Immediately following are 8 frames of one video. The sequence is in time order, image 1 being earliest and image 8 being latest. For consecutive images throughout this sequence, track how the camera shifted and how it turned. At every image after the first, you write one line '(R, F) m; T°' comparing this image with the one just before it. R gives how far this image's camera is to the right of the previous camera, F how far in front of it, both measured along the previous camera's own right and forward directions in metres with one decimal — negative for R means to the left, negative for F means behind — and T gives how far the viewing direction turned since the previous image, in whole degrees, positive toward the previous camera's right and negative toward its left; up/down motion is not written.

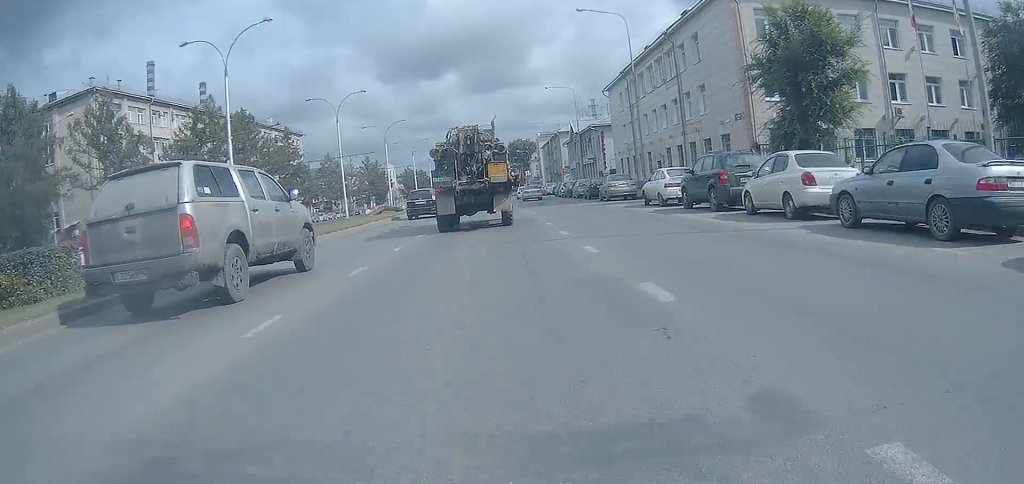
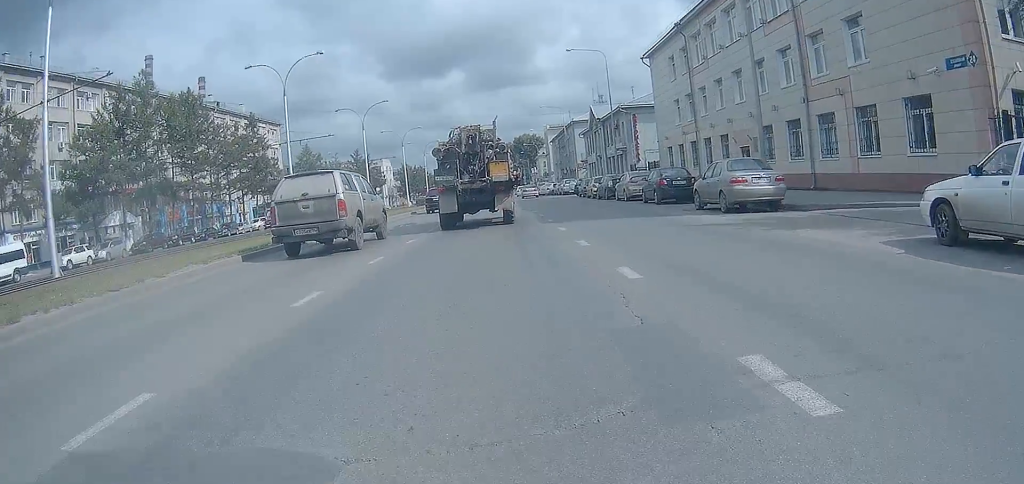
(+0.2, +19.2) m; +2°
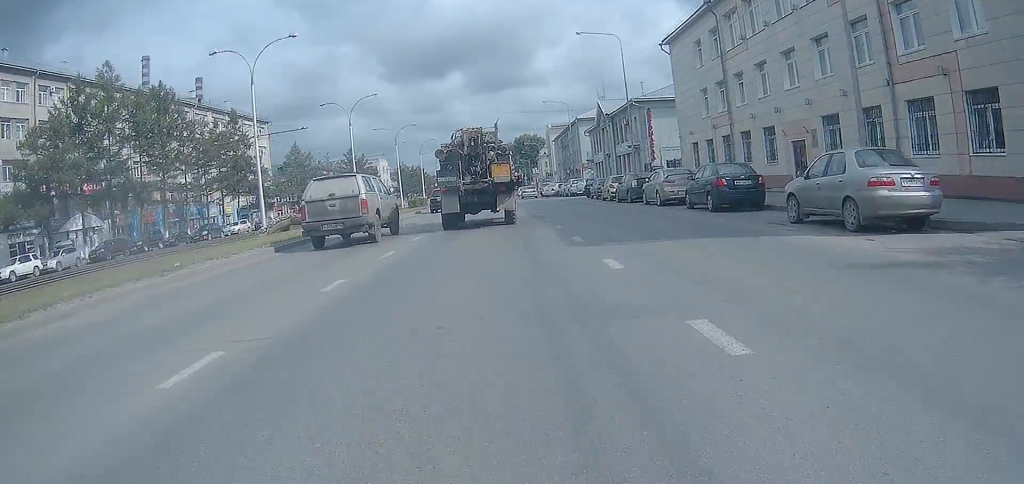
(0.0, +6.9) m; -1°
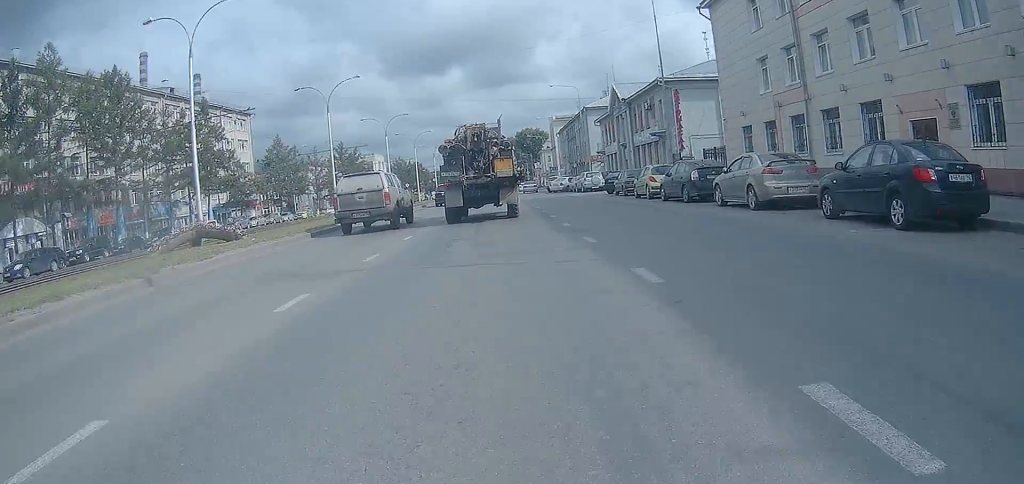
(-0.2, +9.8) m; -3°
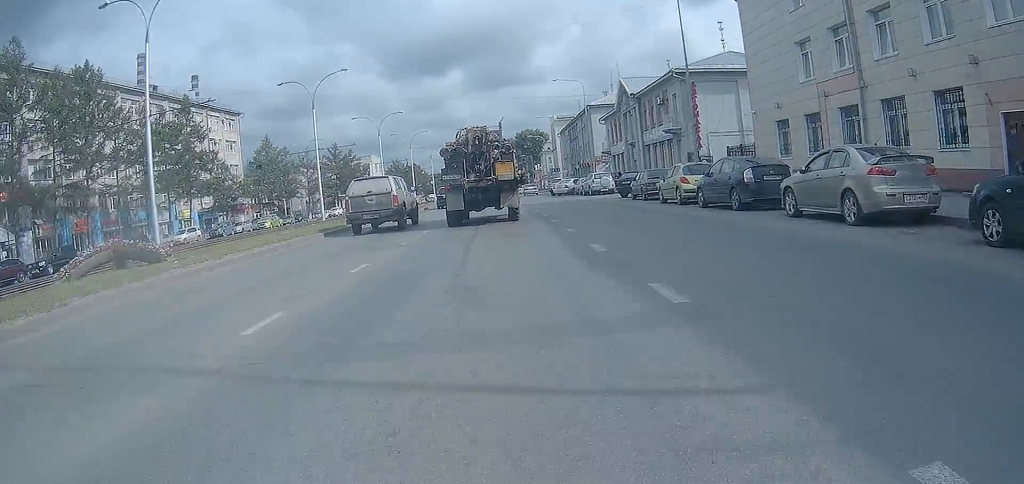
(-0.1, +4.9) m; -1°
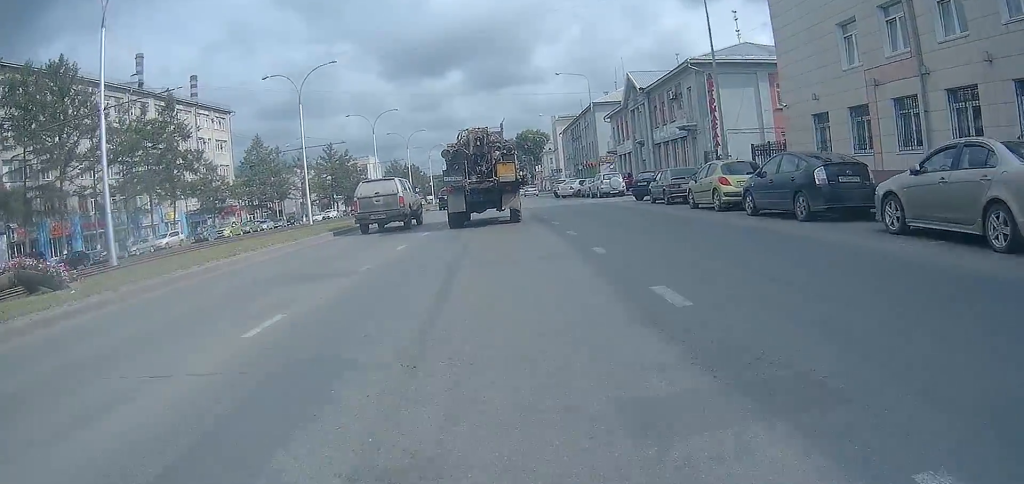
(-0.1, +4.1) m; -1°
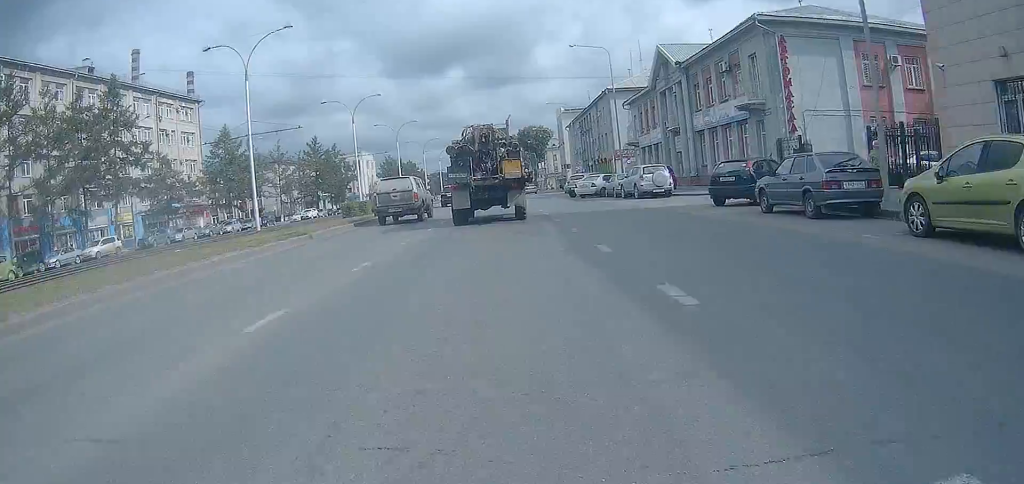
(+0.1, +11.7) m; +1°
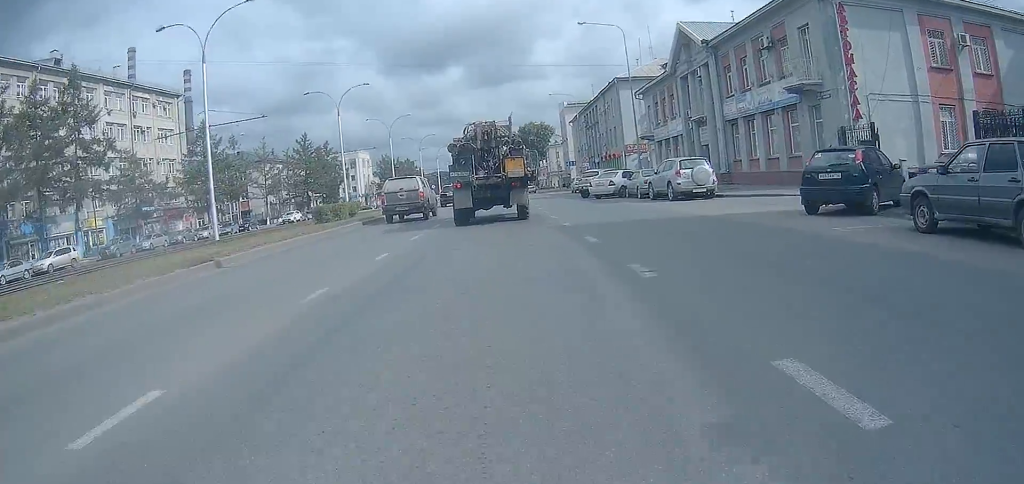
(0.0, +6.2) m; 0°
